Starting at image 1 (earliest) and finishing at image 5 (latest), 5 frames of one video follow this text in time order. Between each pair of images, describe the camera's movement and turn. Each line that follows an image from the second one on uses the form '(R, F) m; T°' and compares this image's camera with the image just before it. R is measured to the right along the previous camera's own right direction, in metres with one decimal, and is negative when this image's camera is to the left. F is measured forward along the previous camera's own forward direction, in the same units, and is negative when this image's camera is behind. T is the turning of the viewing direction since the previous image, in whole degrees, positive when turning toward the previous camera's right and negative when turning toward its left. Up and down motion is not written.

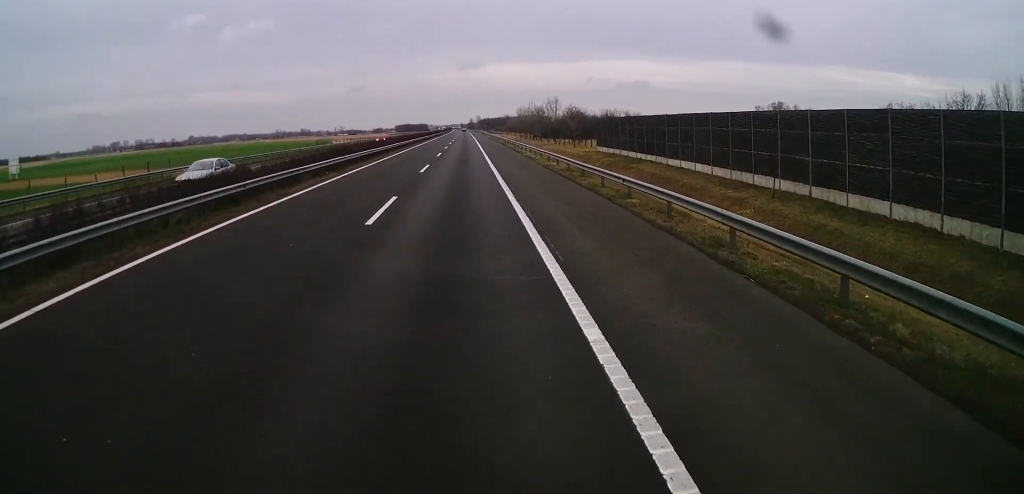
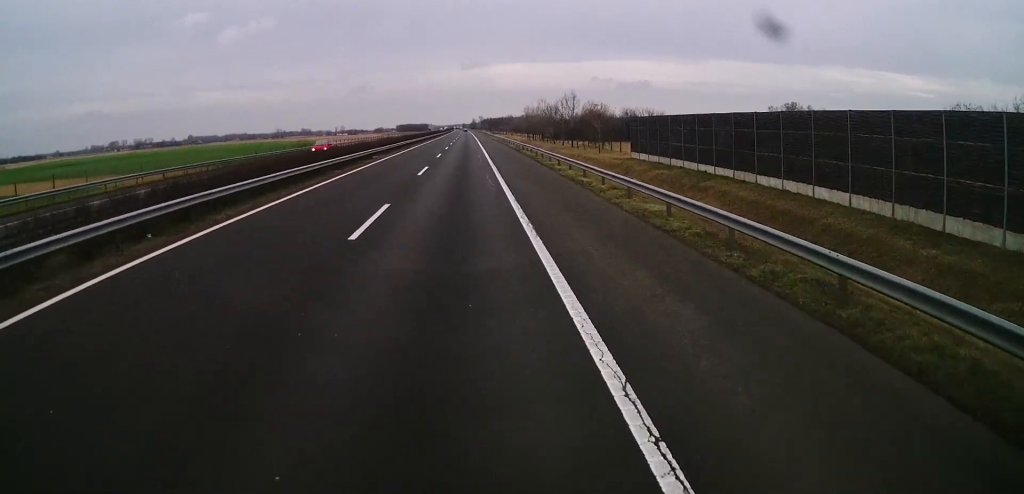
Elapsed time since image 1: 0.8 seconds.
(-0.1, +20.0) m; 0°
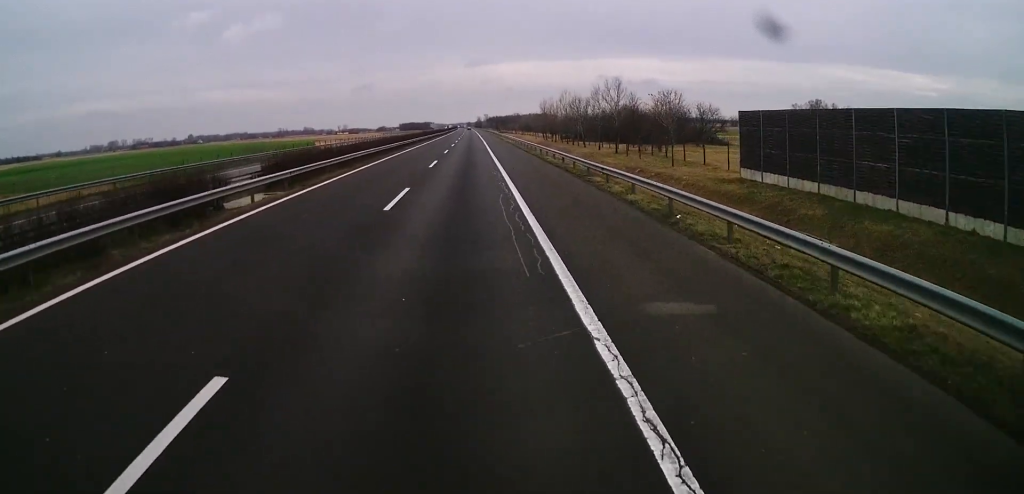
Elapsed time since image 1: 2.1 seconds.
(+0.1, +31.6) m; 0°
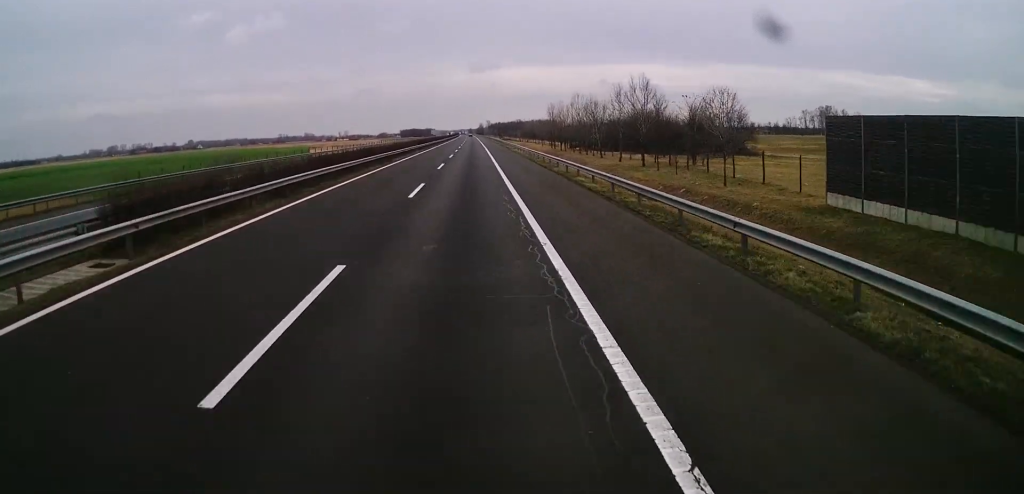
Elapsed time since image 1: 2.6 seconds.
(+0.1, +12.4) m; 0°
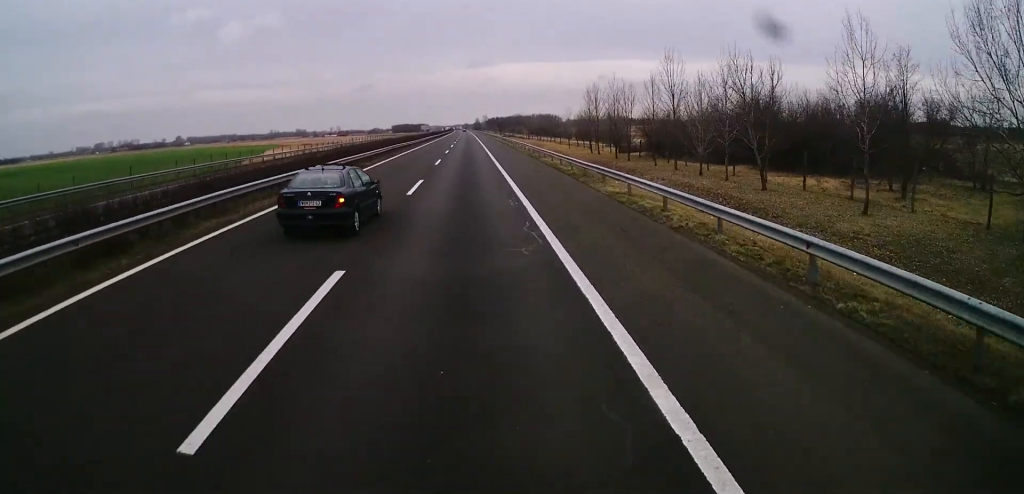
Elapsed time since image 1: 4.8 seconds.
(-0.3, +54.3) m; 0°
